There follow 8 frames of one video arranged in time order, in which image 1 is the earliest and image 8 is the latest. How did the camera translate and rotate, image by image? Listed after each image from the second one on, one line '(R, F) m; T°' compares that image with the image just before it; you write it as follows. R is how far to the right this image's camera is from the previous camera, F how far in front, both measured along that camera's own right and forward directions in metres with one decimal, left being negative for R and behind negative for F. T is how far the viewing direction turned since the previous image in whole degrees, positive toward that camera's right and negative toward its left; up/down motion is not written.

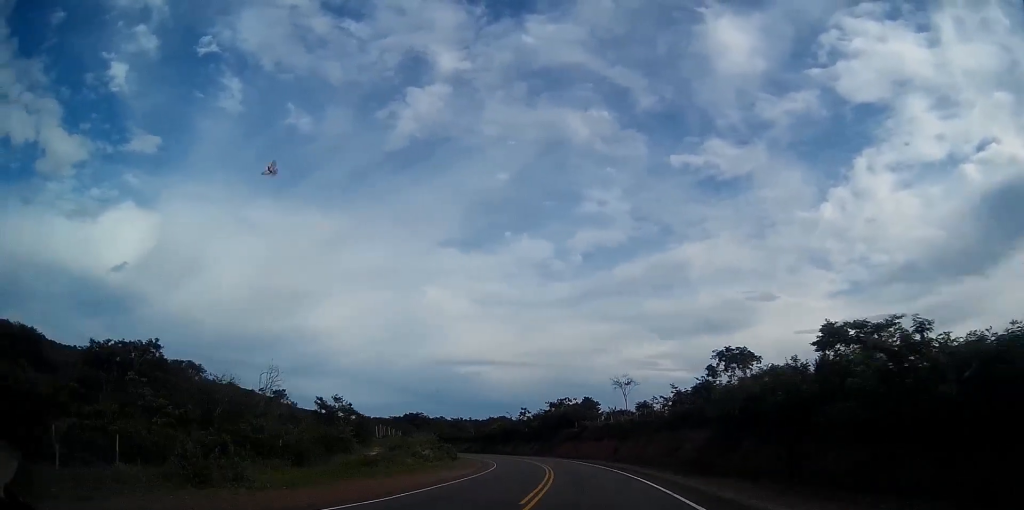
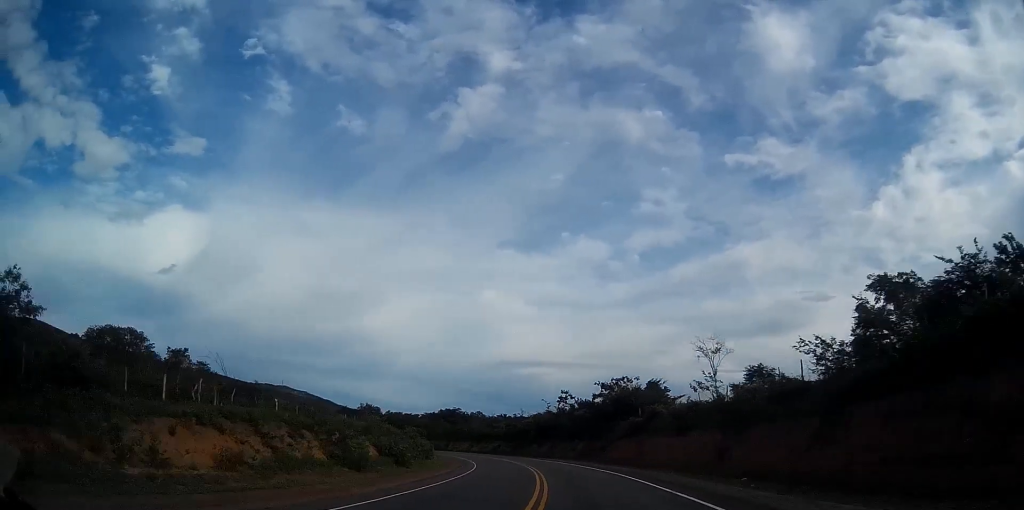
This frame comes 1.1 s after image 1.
(-0.6, +36.8) m; -3°
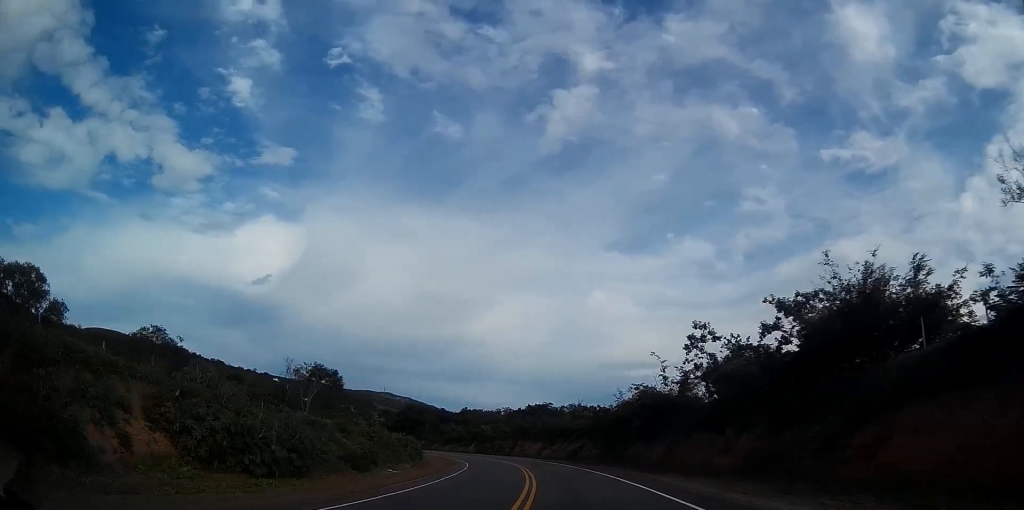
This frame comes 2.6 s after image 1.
(-3.0, +45.4) m; -9°
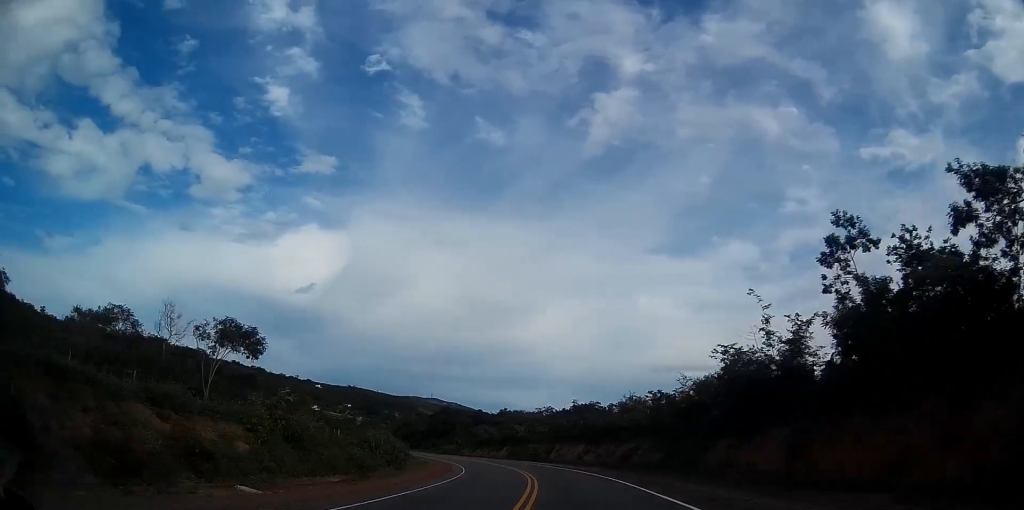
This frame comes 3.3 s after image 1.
(-0.9, +18.9) m; -4°
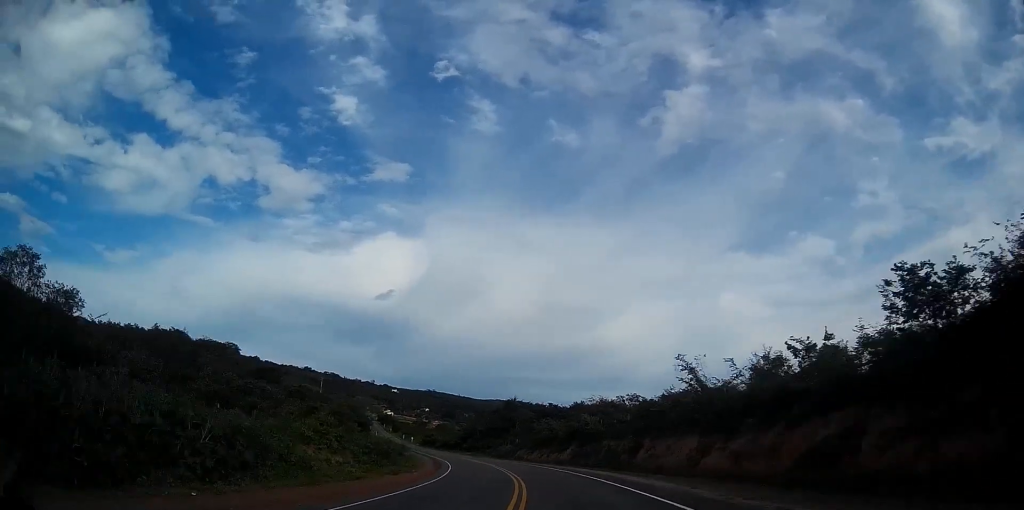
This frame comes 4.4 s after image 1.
(-1.7, +30.2) m; -6°
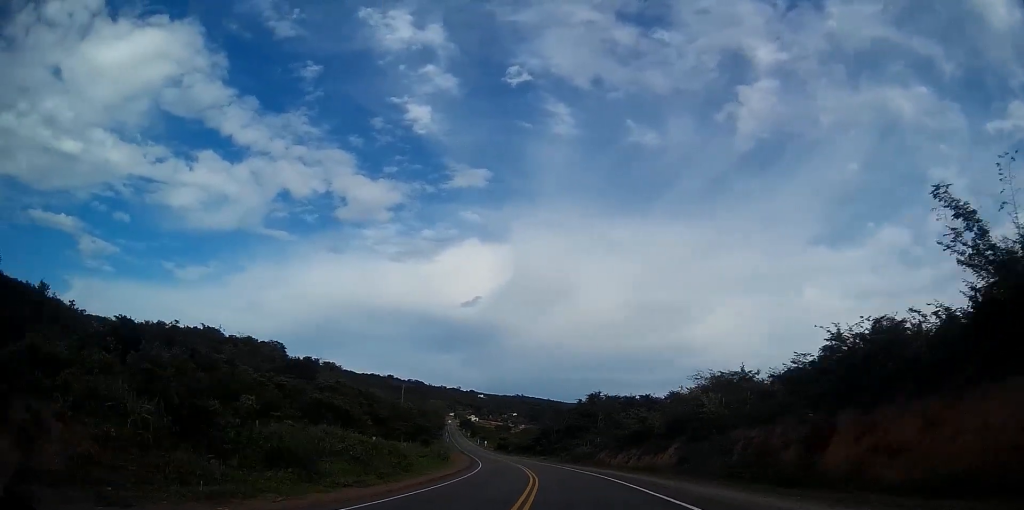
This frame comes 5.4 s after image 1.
(-1.2, +24.3) m; -6°
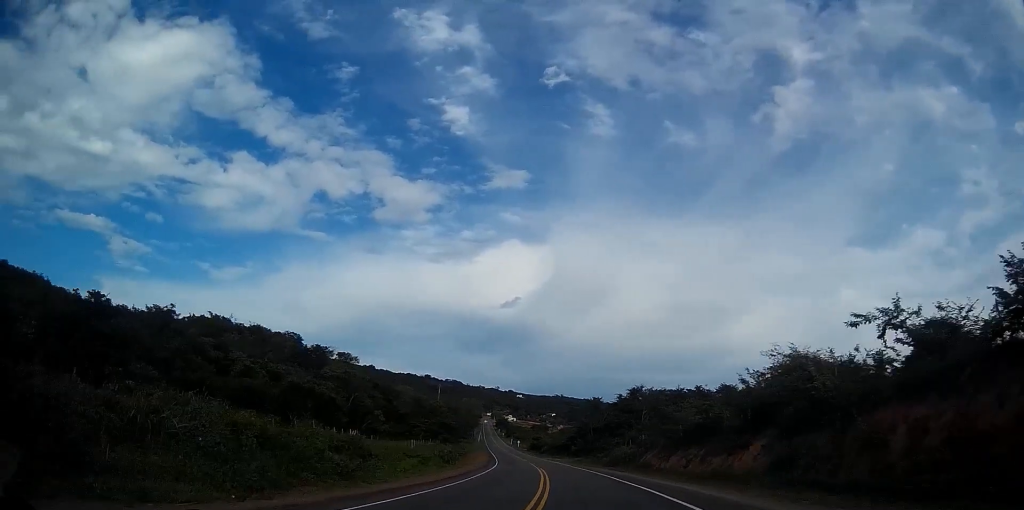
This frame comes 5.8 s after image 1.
(0.0, +12.6) m; -4°
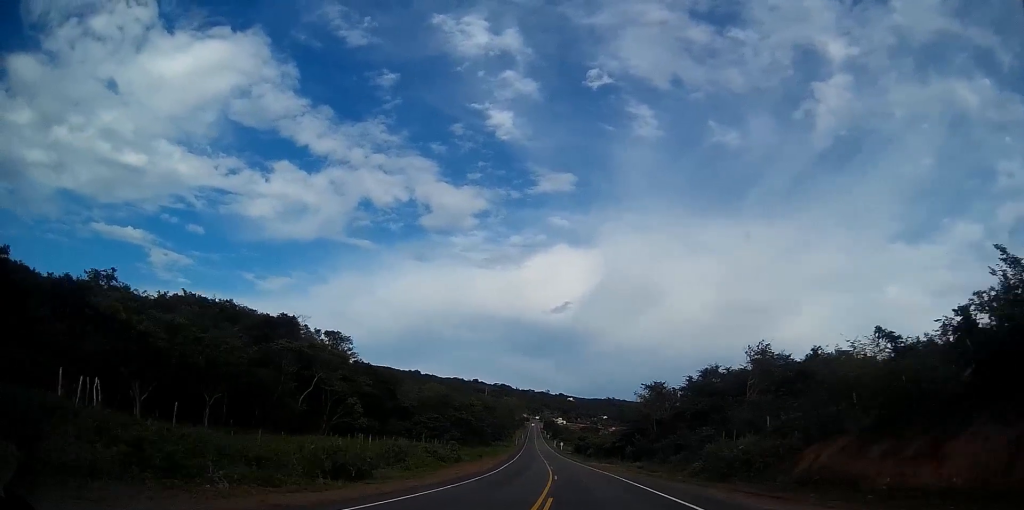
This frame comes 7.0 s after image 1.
(-2.9, +29.7) m; -10°
